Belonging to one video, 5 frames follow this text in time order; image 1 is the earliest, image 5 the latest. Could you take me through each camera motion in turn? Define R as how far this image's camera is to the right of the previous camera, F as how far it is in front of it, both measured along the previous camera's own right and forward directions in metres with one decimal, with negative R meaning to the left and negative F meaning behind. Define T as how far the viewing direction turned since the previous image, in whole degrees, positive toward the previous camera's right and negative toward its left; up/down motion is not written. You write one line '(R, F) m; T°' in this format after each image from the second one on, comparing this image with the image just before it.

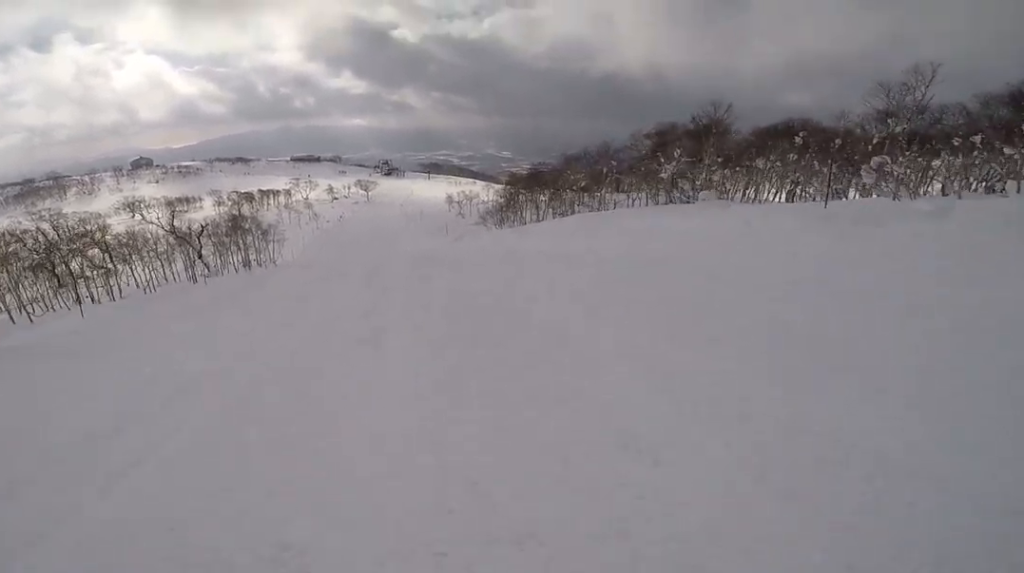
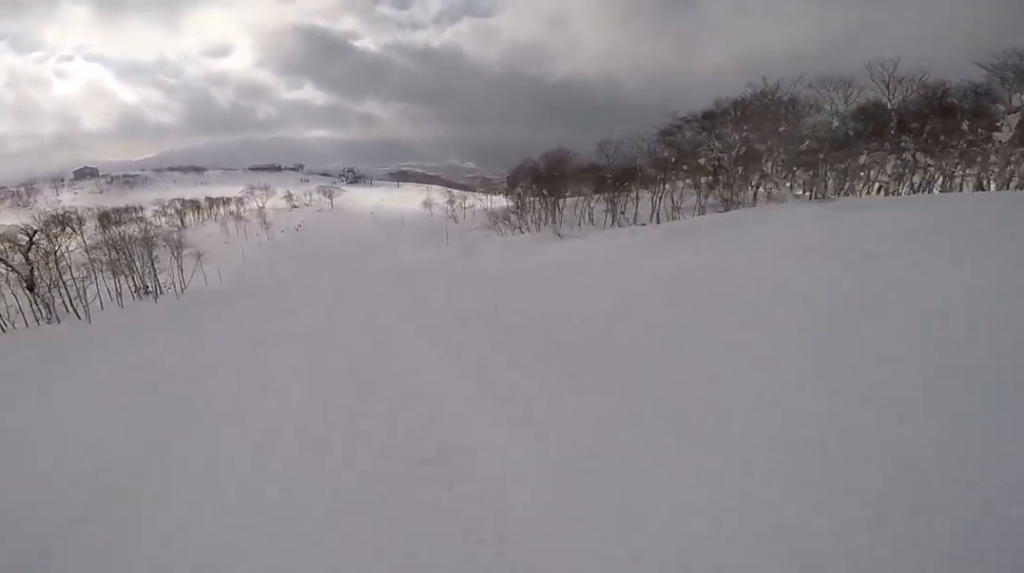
(+0.8, +16.9) m; +3°
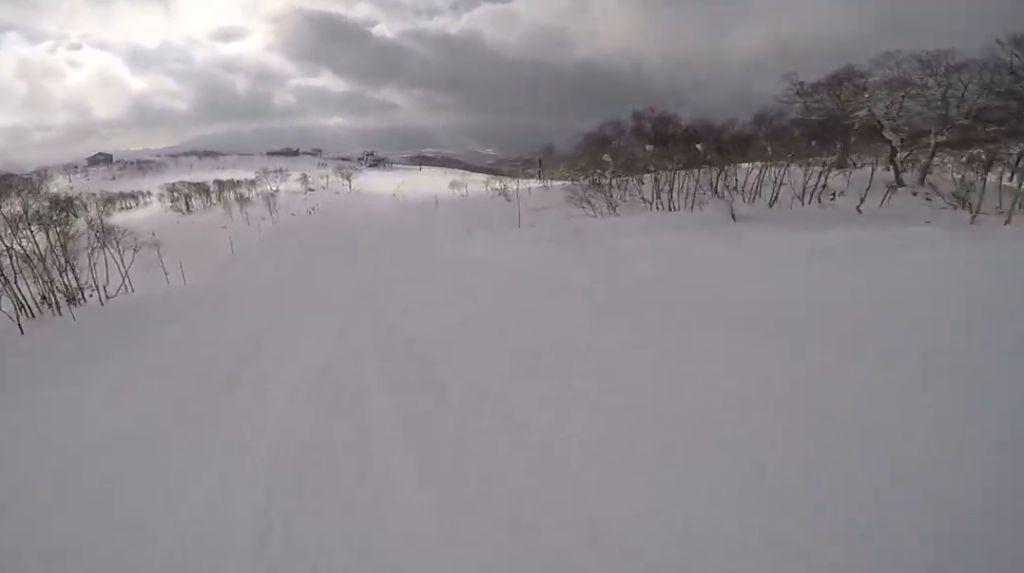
(-0.2, +11.8) m; -3°
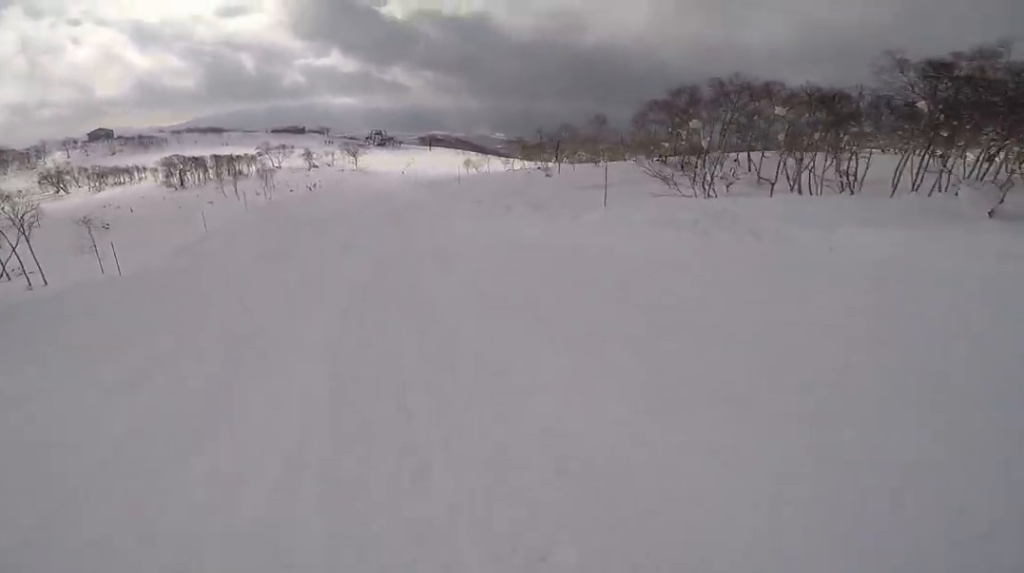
(-0.2, +7.0) m; -2°
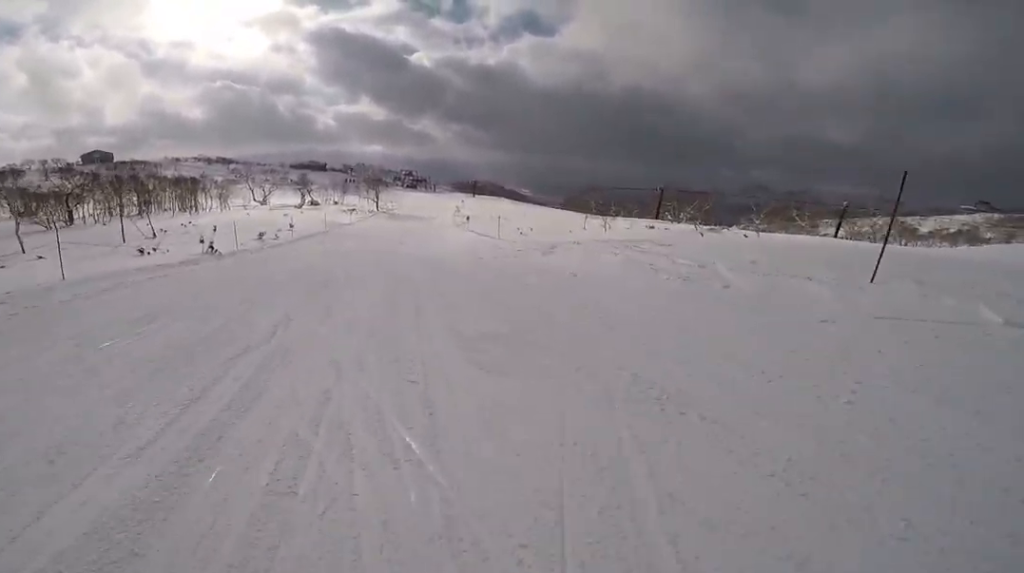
(+1.3, +49.6) m; +2°
